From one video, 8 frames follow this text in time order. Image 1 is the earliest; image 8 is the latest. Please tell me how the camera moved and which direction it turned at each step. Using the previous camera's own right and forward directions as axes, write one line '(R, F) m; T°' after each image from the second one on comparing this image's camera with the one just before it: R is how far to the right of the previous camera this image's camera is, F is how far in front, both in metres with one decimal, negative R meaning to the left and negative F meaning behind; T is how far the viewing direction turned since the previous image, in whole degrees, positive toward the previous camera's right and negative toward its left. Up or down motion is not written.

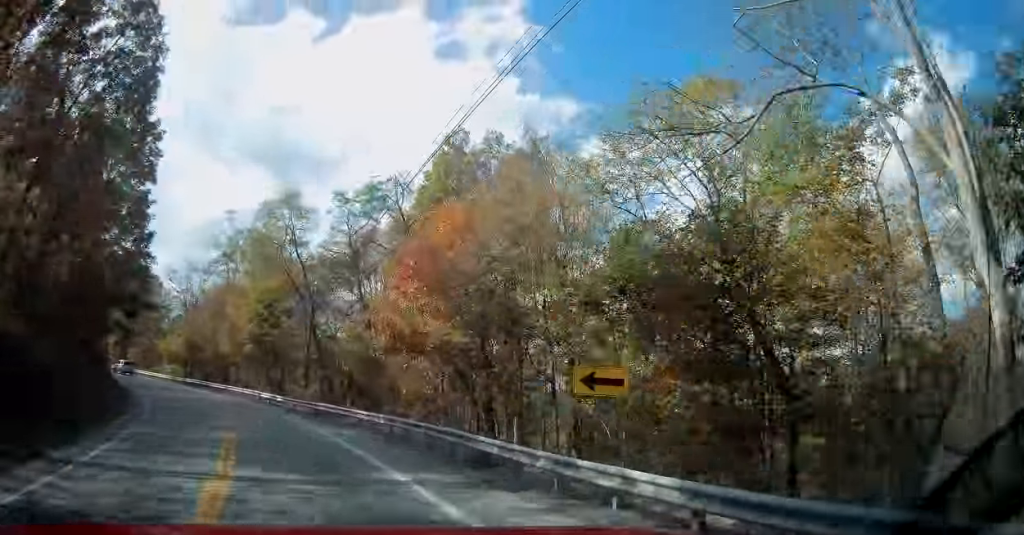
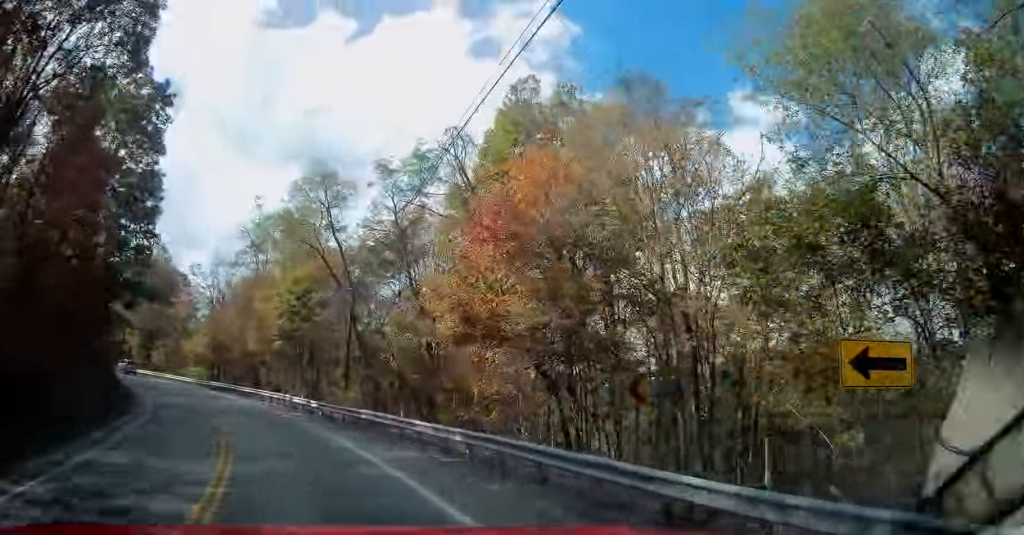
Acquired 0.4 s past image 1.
(-0.3, +6.5) m; -4°
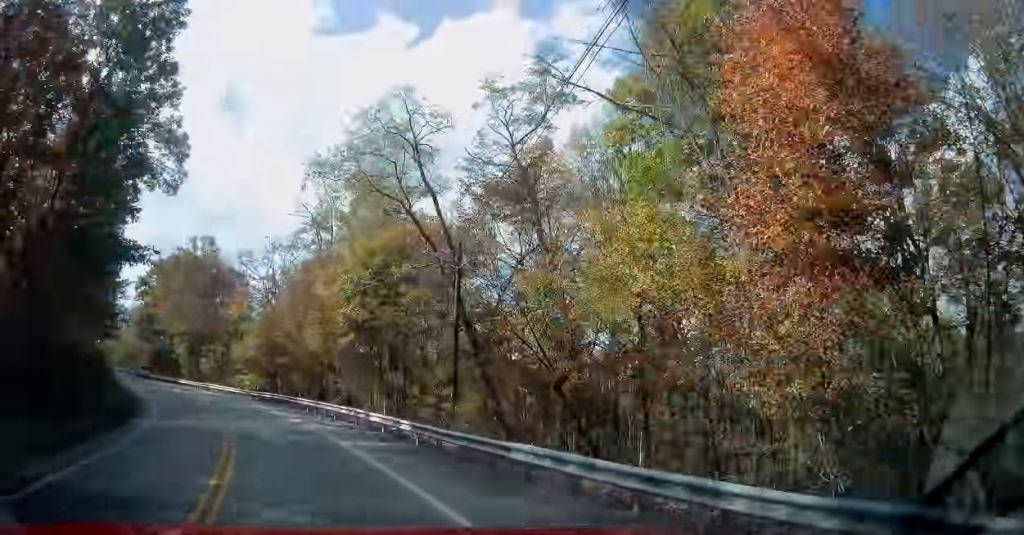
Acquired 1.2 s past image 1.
(-0.6, +12.0) m; -7°
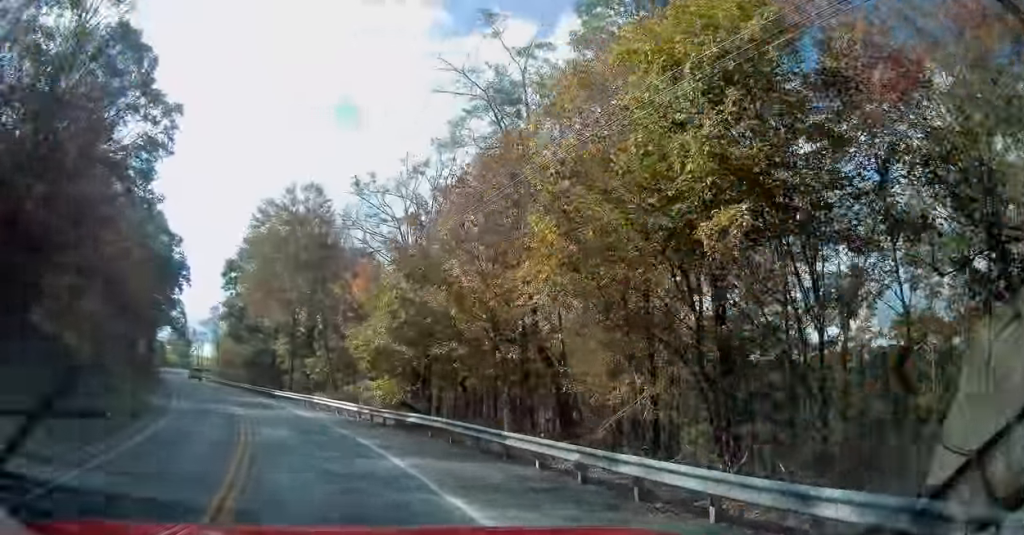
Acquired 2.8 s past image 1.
(-3.4, +23.3) m; -15°
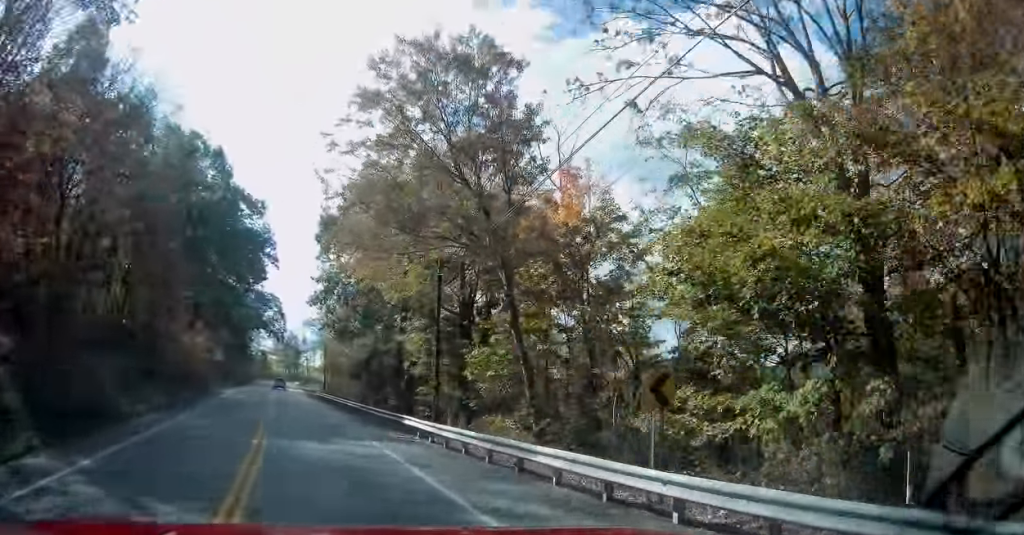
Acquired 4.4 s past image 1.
(-2.7, +25.5) m; -10°
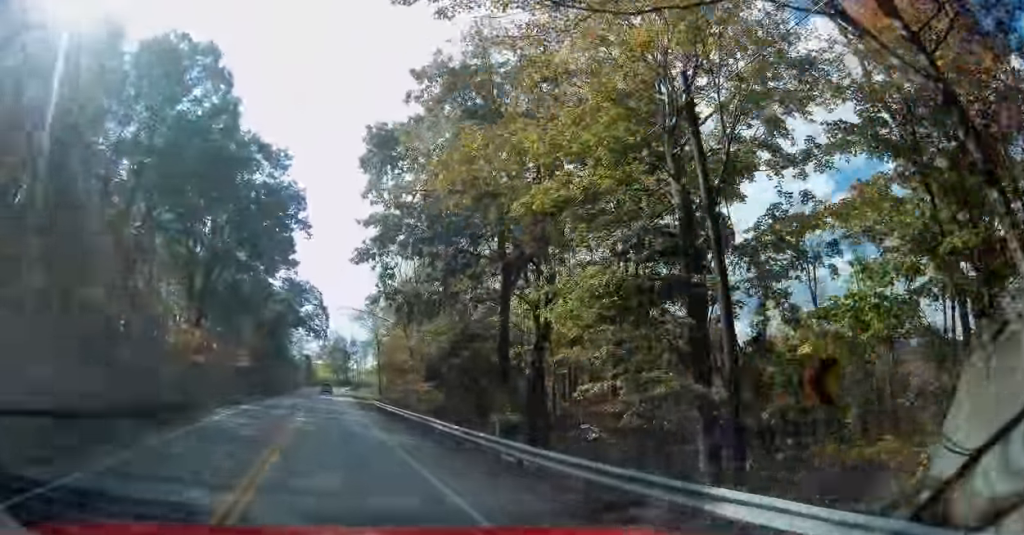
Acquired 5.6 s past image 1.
(-0.6, +18.3) m; -2°
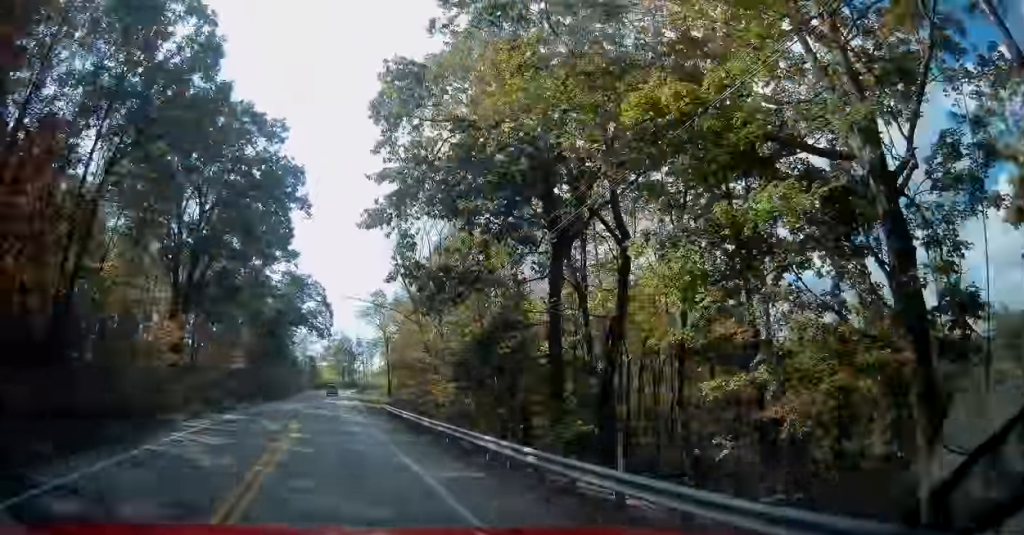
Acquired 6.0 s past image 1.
(-0.1, +6.8) m; 0°
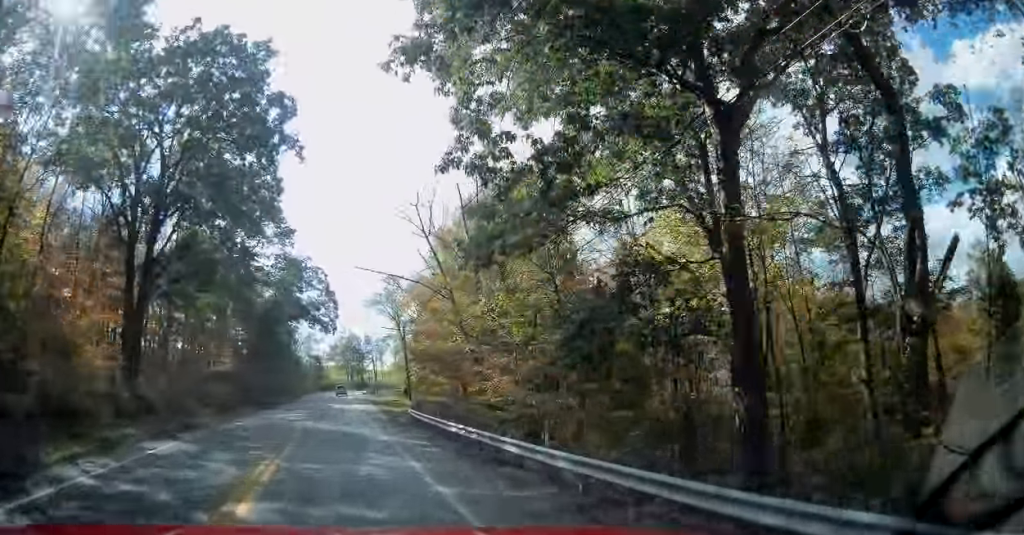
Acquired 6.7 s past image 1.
(+0.1, +11.8) m; 0°
